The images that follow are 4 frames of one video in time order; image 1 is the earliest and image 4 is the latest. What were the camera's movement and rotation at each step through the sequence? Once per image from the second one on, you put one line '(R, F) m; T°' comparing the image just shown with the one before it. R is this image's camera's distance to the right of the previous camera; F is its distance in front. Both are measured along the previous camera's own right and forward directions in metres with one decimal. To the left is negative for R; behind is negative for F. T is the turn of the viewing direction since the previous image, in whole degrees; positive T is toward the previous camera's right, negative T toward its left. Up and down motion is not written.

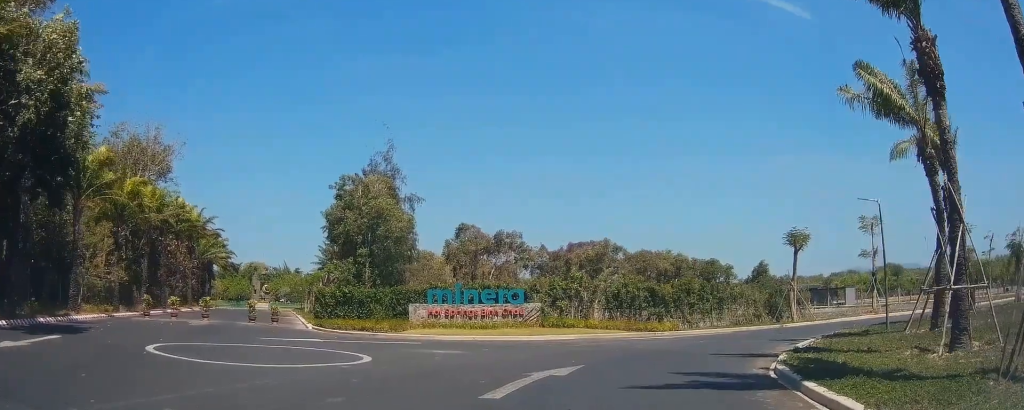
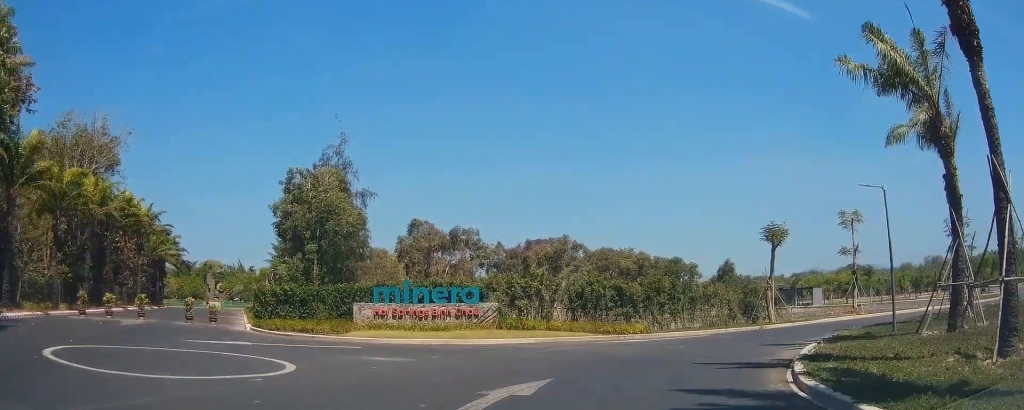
(+0.1, +3.0) m; +4°
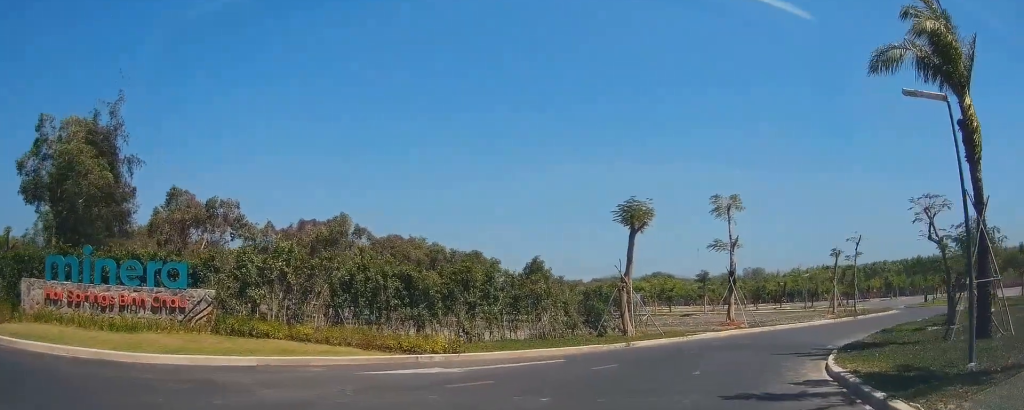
(+2.2, +11.3) m; +22°
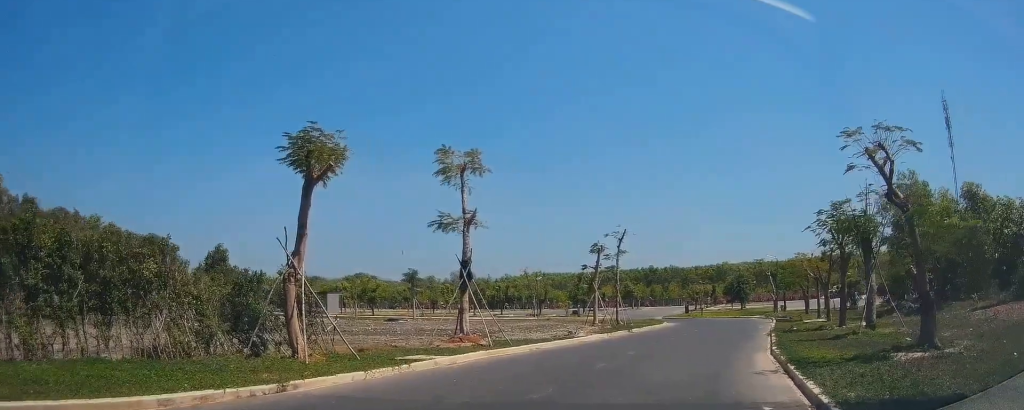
(+0.8, +12.1) m; +16°
